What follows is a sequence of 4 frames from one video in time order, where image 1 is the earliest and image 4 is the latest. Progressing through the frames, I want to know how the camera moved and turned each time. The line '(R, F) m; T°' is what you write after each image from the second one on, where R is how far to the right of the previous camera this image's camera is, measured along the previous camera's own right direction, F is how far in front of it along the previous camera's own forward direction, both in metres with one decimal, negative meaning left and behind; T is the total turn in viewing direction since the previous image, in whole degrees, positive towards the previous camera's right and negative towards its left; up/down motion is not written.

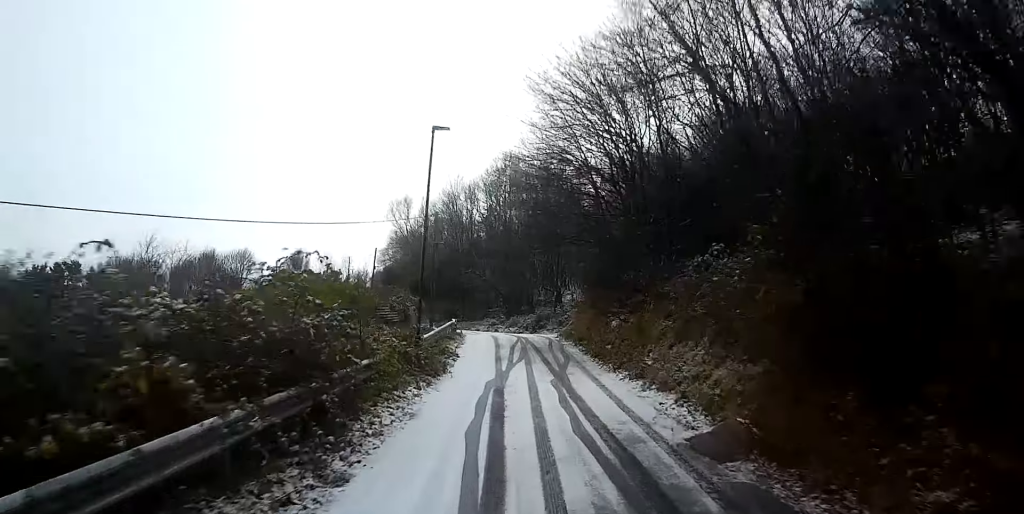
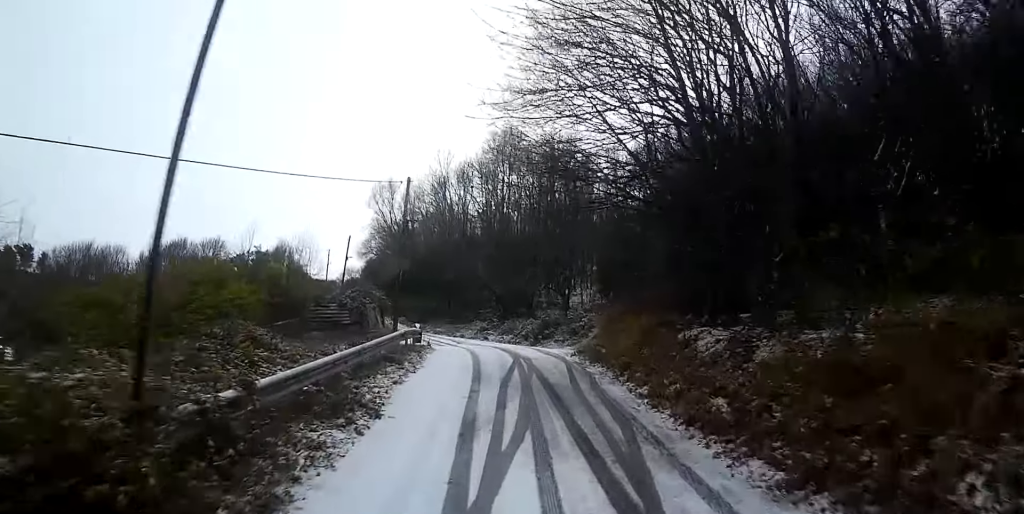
(+0.5, +11.9) m; 0°
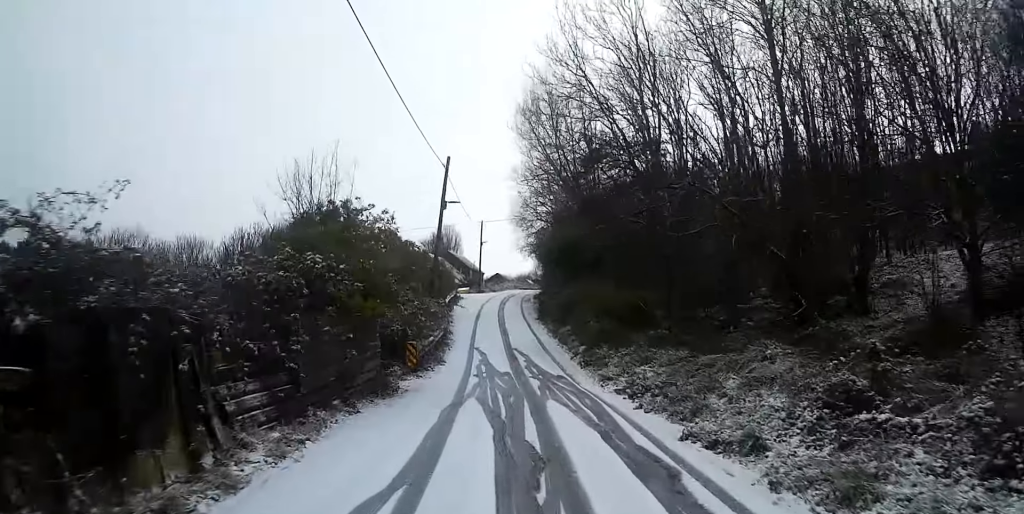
(-8.4, +34.2) m; -24°
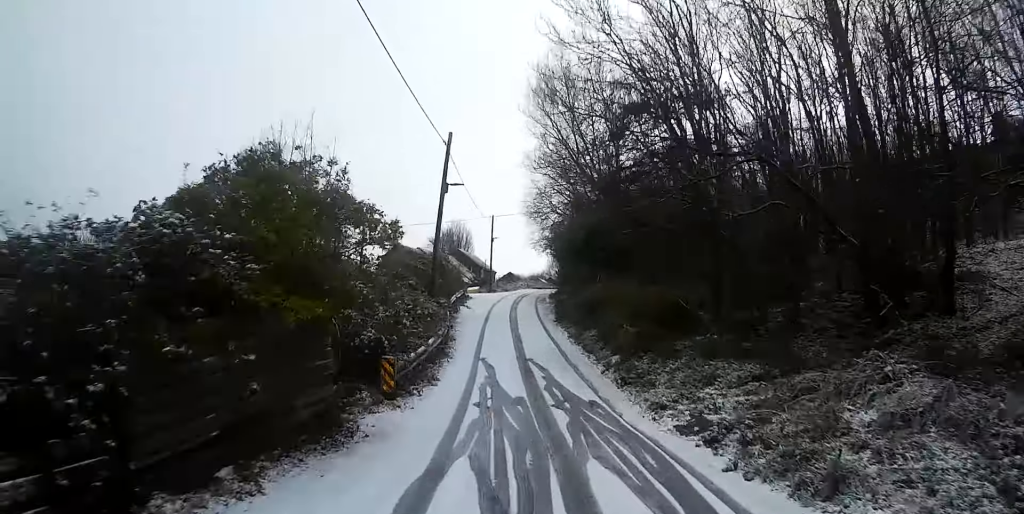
(-0.1, +4.5) m; -1°
